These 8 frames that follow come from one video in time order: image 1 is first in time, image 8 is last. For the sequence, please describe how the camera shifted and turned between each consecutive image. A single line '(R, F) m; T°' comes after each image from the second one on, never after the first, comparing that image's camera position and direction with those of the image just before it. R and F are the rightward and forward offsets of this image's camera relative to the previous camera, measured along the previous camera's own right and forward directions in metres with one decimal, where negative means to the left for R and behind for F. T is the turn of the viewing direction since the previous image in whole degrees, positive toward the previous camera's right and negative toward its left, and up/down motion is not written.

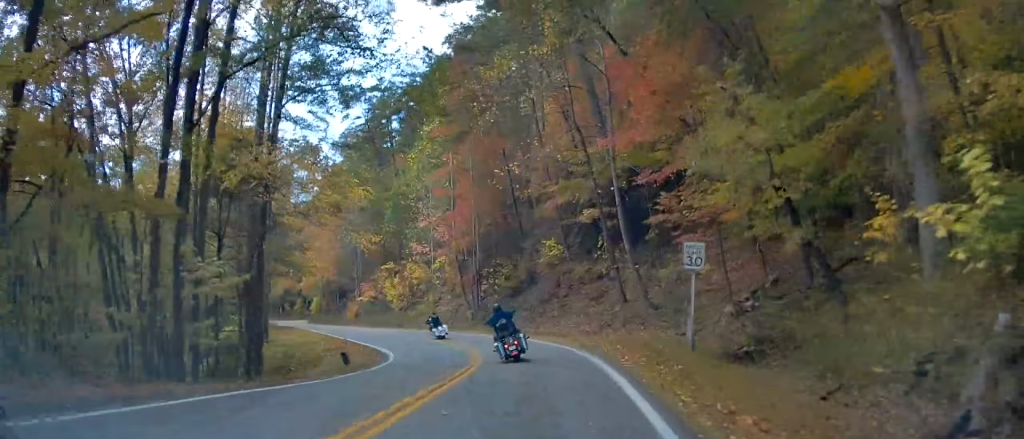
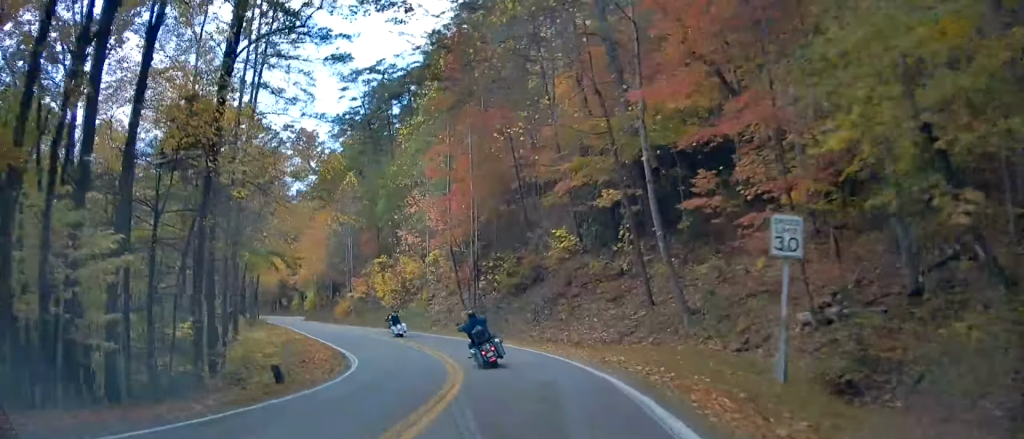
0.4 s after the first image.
(+0.1, +6.4) m; +1°
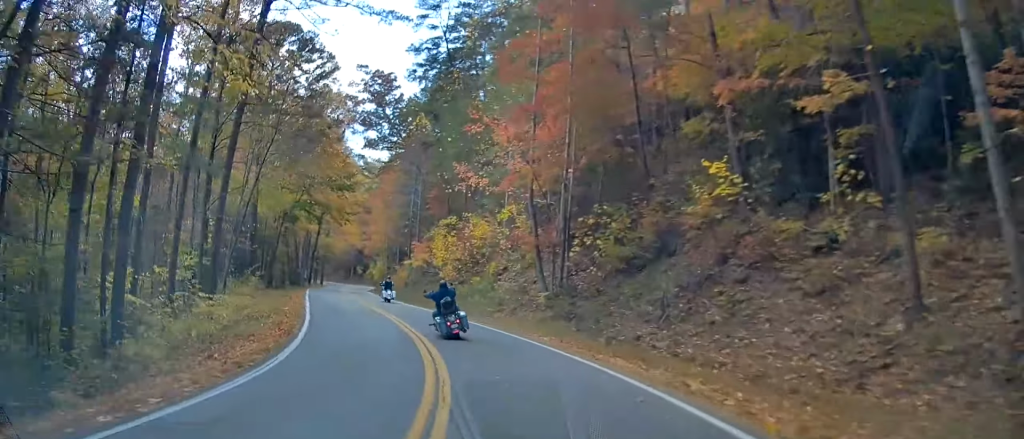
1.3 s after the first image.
(+0.3, +14.7) m; -4°
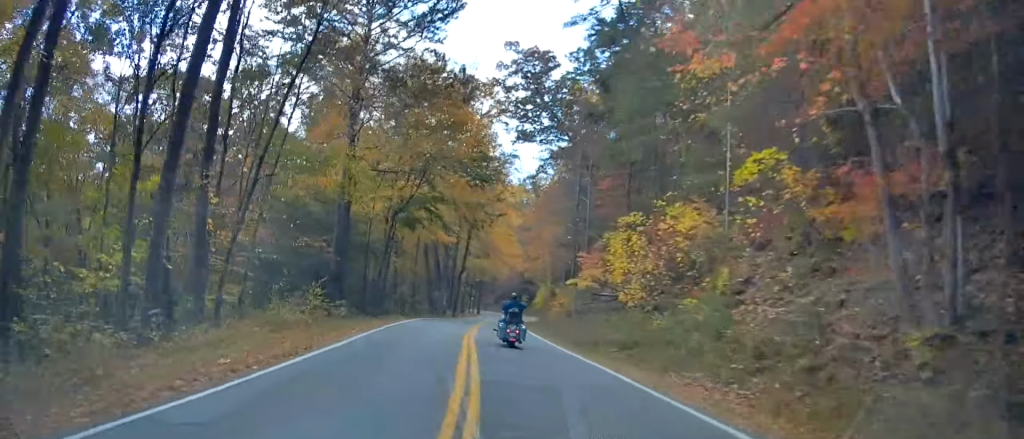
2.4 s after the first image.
(-1.6, +17.9) m; -10°
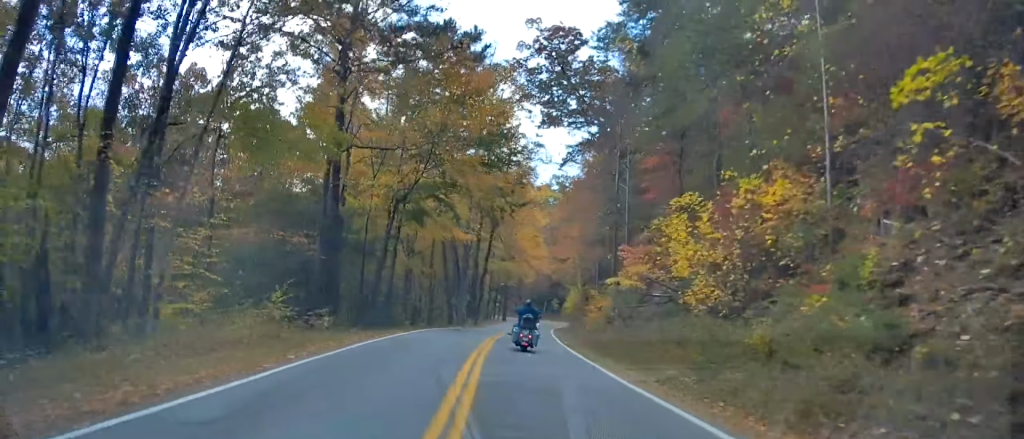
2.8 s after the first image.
(-0.5, +7.6) m; -3°
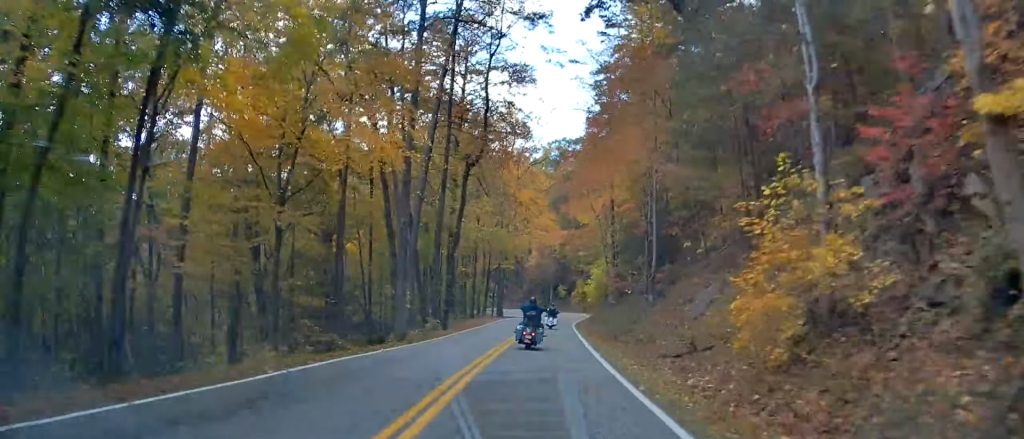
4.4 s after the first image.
(-2.0, +28.5) m; -4°
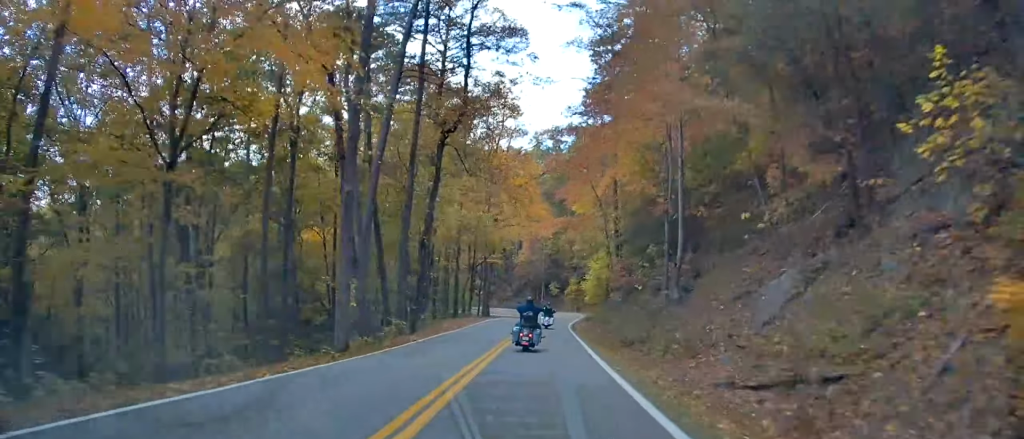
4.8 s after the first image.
(+0.2, +7.9) m; +1°
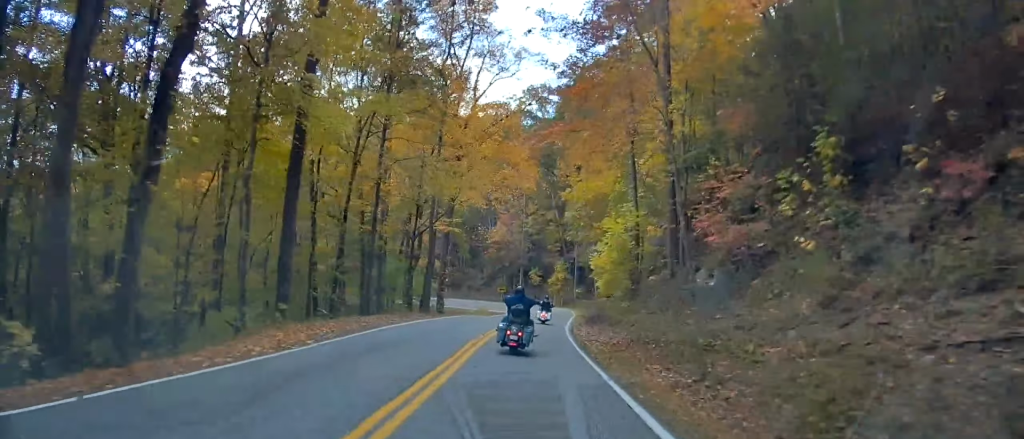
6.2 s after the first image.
(+0.5, +23.9) m; +2°
